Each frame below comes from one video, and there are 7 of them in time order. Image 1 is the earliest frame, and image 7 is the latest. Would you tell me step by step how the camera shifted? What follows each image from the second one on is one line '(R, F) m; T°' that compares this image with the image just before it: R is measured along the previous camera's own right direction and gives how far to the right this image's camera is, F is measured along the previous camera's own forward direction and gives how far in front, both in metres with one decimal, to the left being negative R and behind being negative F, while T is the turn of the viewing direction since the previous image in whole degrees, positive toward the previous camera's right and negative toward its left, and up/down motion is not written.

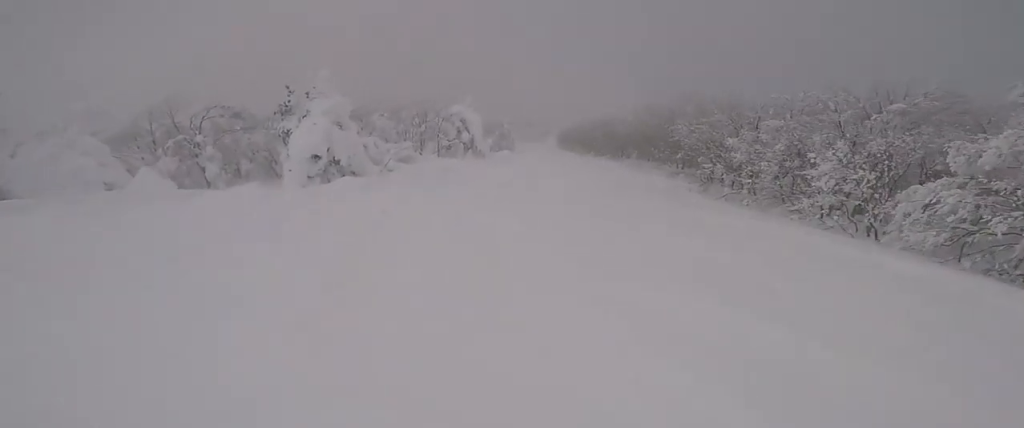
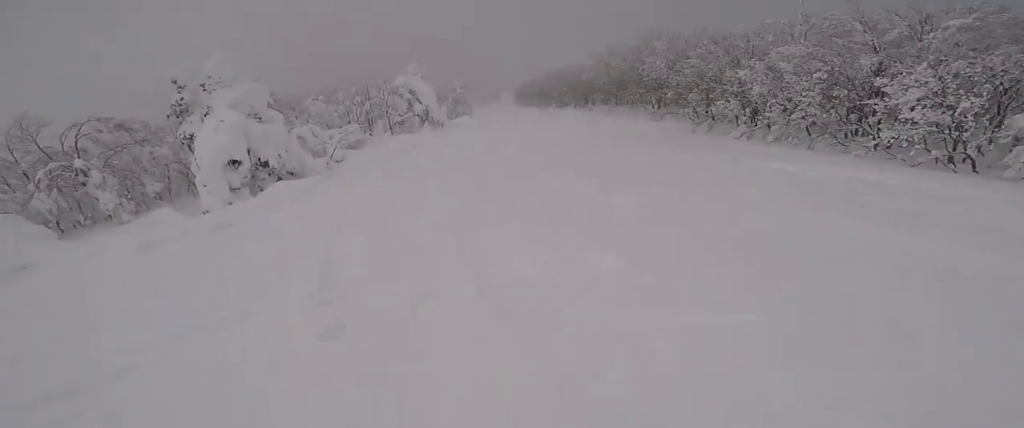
(0.0, +4.6) m; +7°
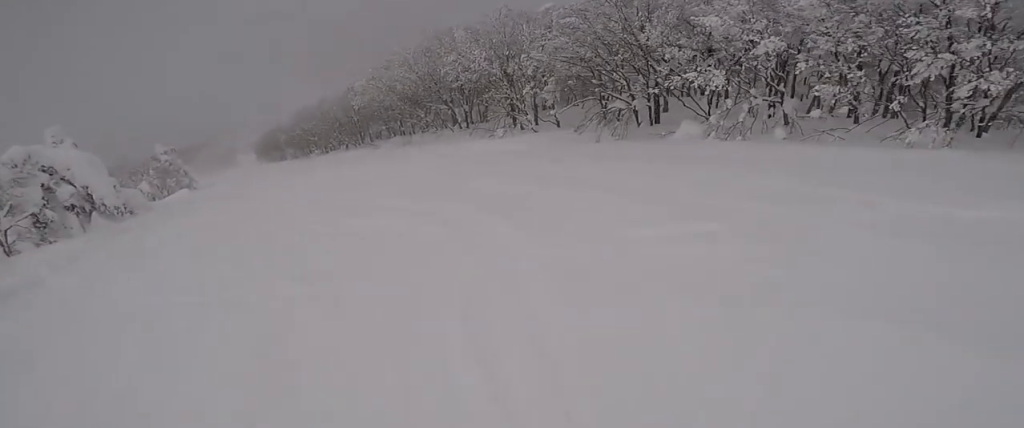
(+2.8, +13.3) m; +20°
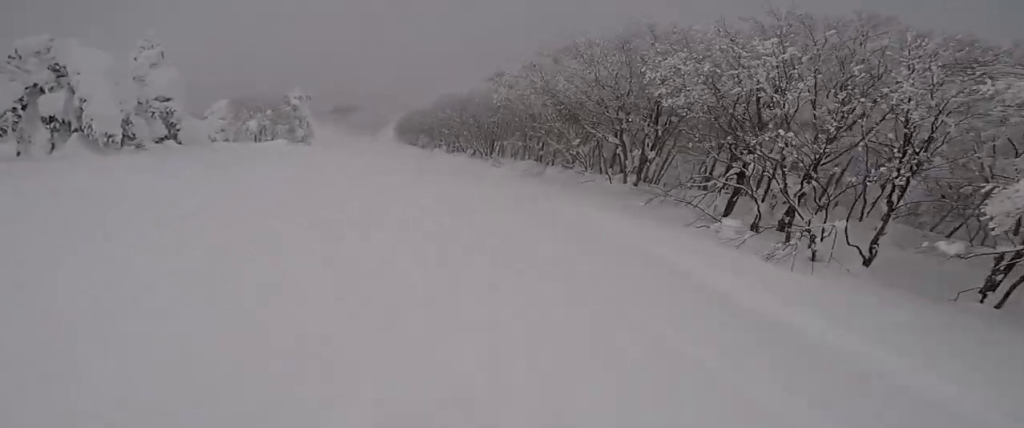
(-1.8, +13.1) m; -20°
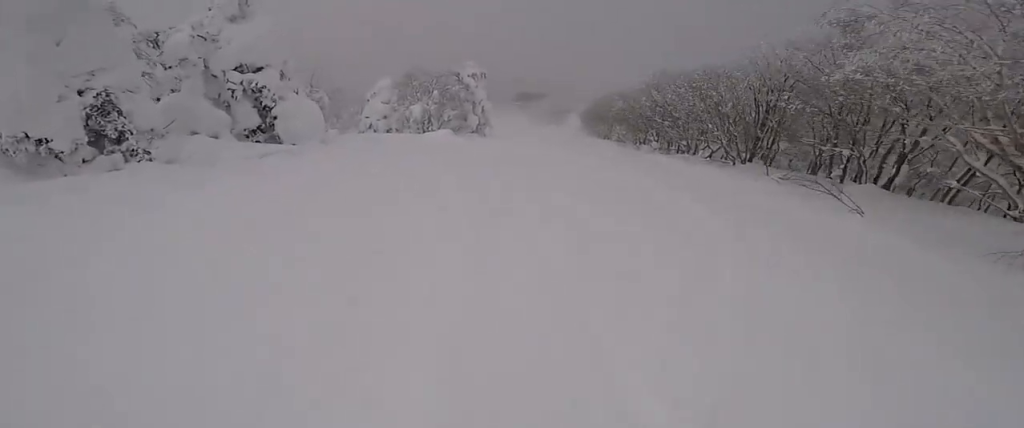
(-2.1, +14.4) m; -9°
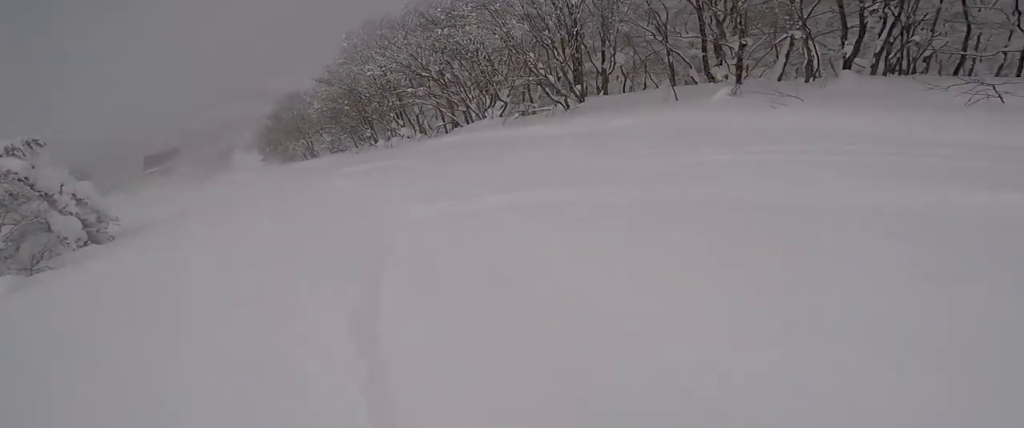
(+2.3, +12.2) m; +26°
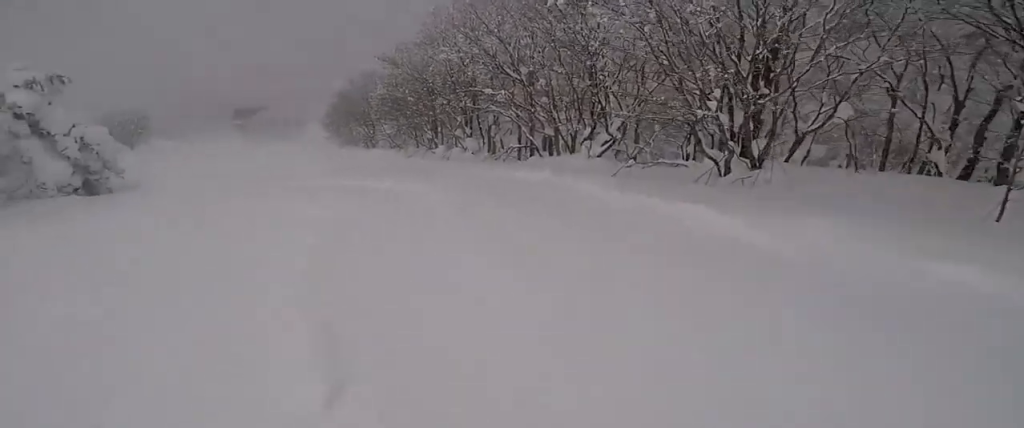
(+0.8, +6.4) m; -2°
